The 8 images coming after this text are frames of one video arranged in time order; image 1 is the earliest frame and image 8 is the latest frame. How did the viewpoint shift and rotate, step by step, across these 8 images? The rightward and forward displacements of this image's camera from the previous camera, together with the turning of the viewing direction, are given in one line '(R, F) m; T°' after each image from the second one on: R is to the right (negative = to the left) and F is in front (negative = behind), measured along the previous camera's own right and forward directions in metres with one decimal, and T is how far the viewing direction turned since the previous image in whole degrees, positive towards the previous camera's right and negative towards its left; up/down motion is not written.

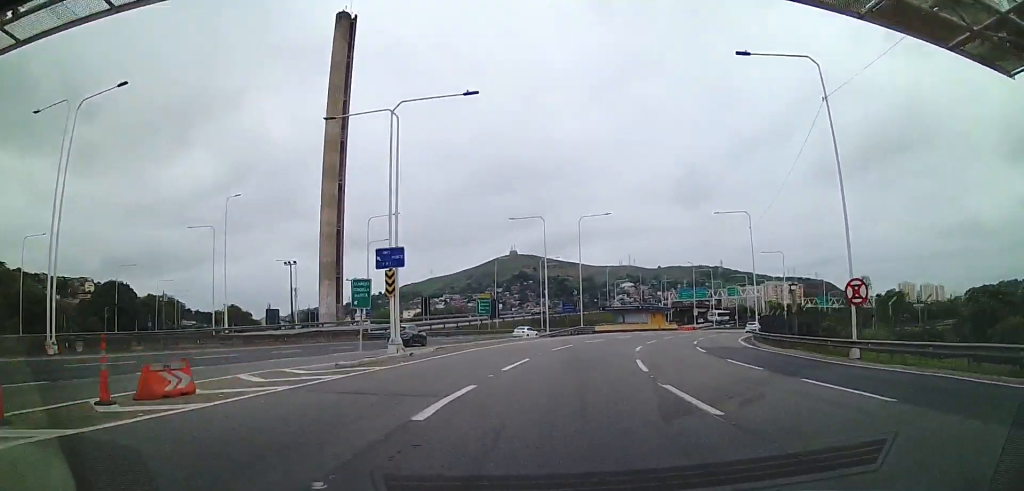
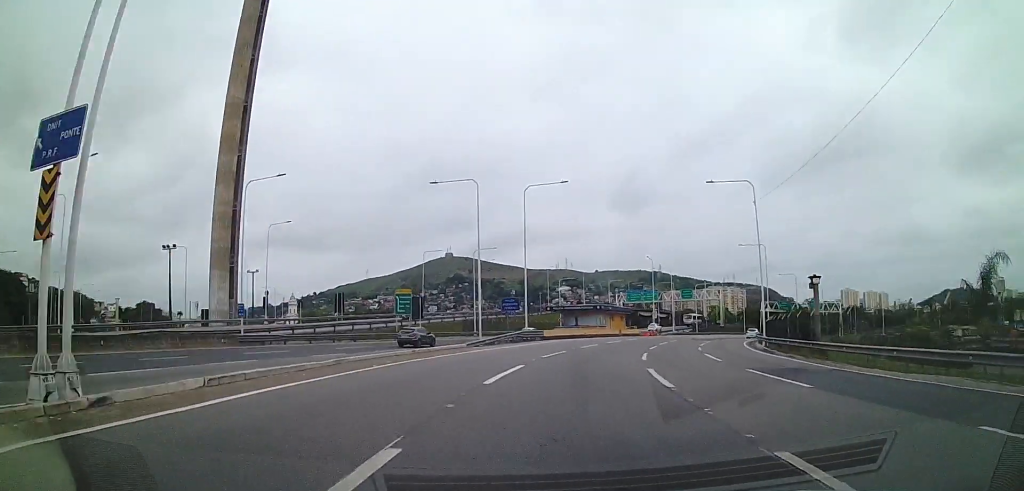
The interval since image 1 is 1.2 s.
(+1.0, +15.2) m; +9°
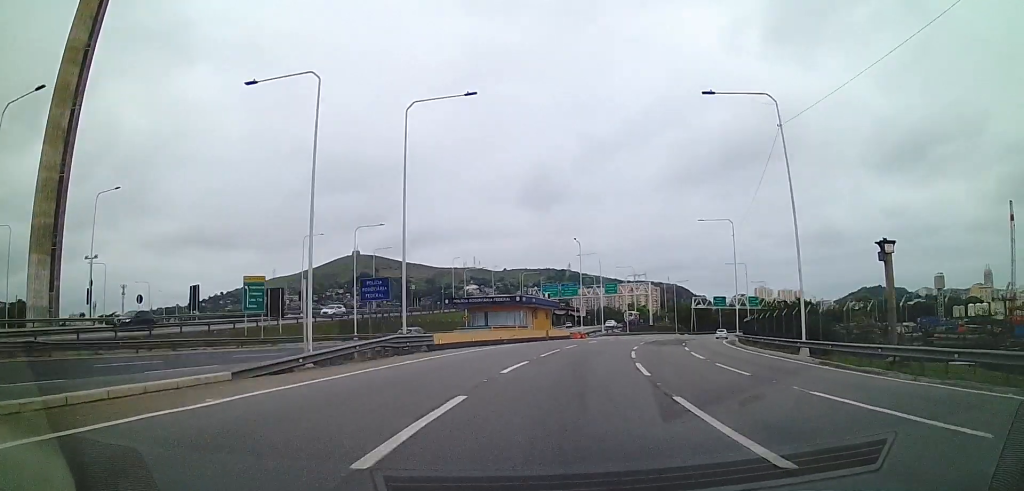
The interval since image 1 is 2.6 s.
(+1.5, +17.6) m; +8°
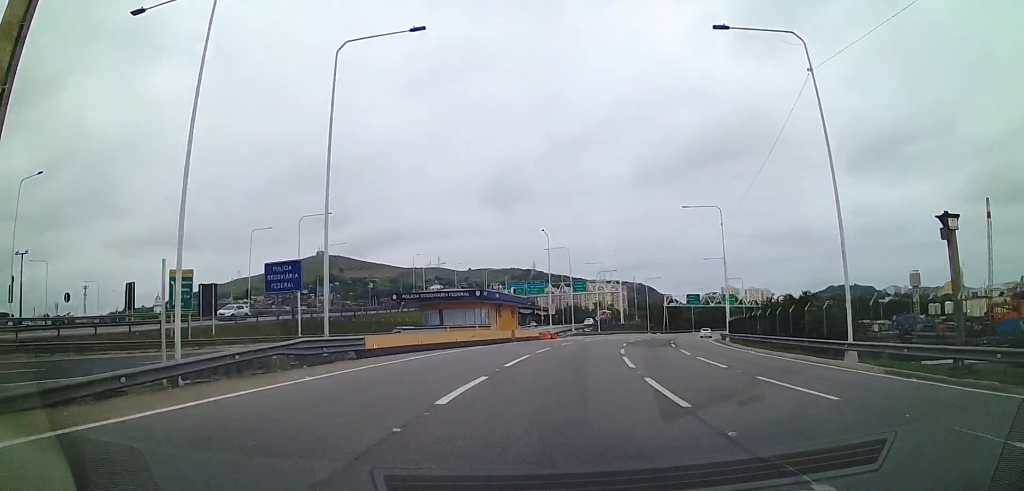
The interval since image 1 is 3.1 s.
(+0.1, +6.5) m; +2°
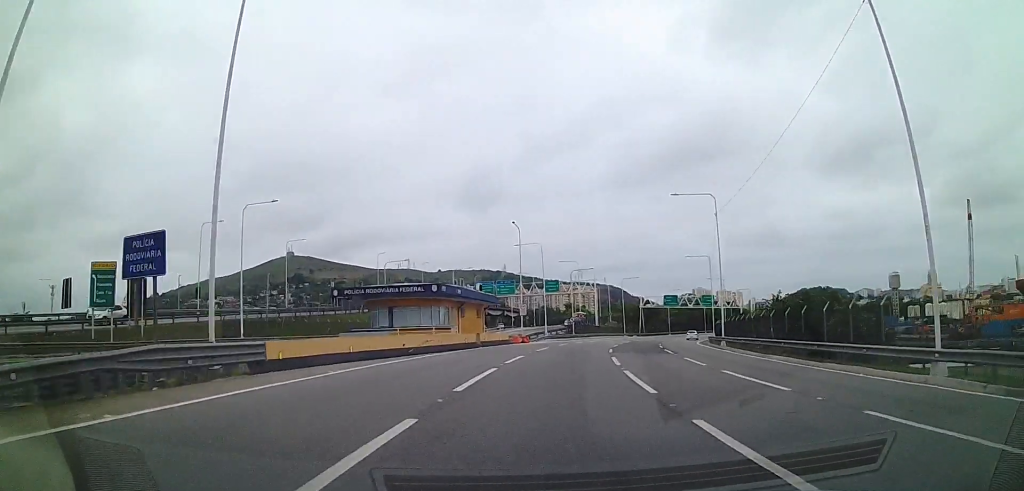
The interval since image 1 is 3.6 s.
(0.0, +6.1) m; +3°
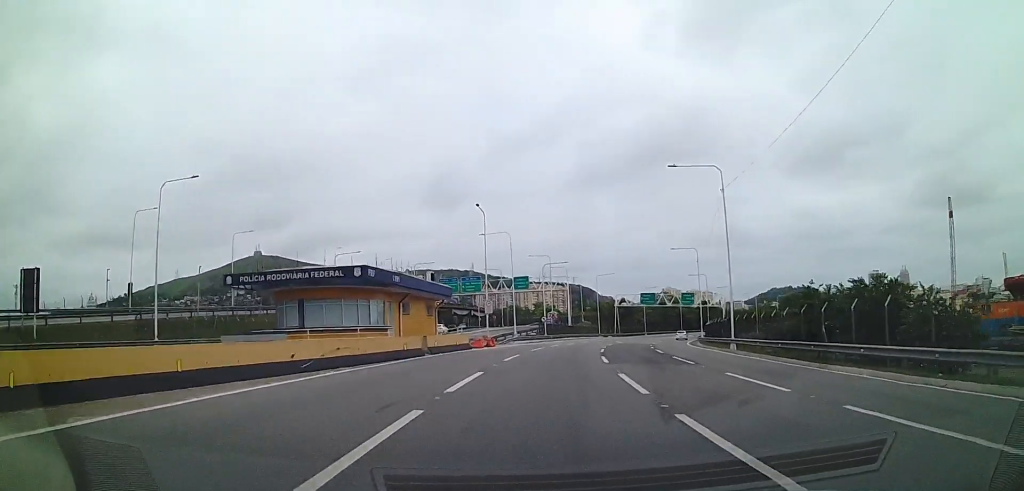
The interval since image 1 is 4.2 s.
(+0.3, +8.5) m; +5°
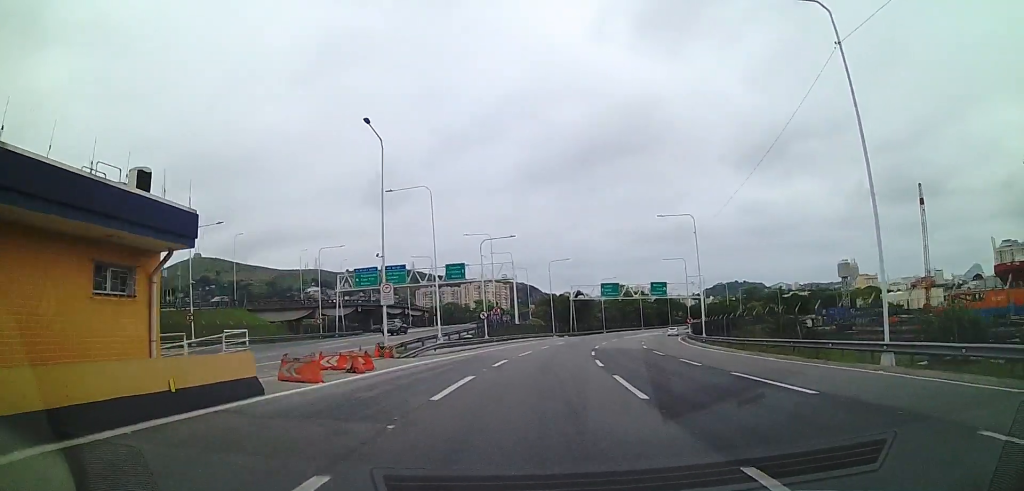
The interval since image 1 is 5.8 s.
(+1.6, +21.4) m; +5°
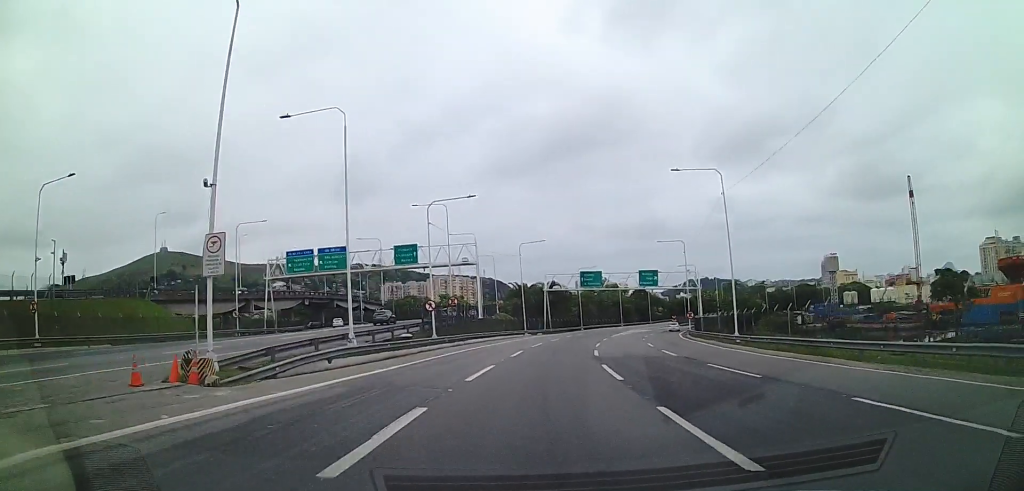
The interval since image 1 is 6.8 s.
(+0.1, +15.3) m; +4°
